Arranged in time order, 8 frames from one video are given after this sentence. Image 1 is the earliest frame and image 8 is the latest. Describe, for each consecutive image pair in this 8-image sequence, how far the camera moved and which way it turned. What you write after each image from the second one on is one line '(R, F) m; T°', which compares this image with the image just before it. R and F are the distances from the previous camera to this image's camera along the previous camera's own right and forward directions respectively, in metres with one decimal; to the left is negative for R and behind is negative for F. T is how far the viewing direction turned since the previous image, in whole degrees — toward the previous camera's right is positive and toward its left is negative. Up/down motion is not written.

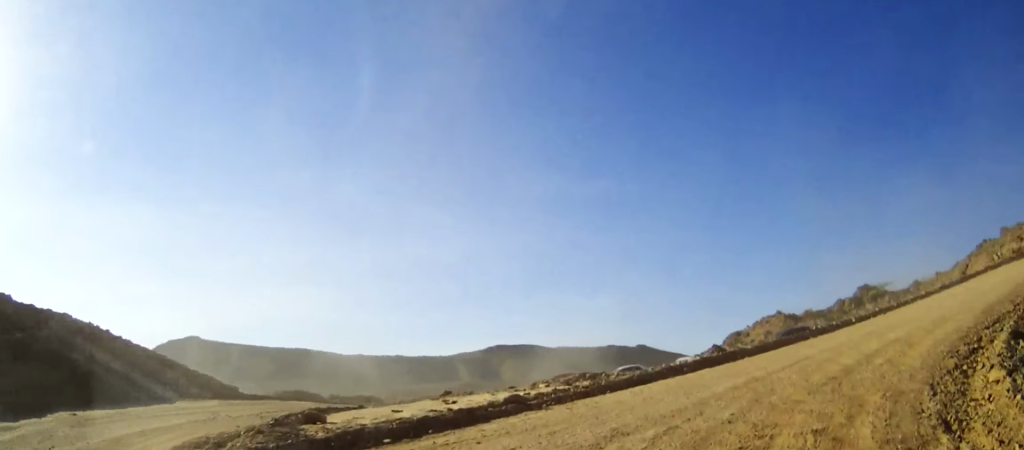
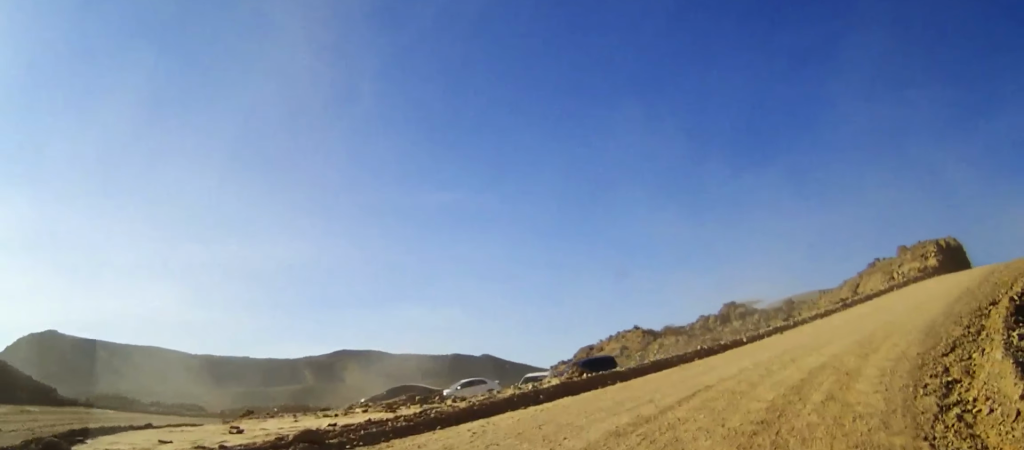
(+0.6, +3.7) m; +17°
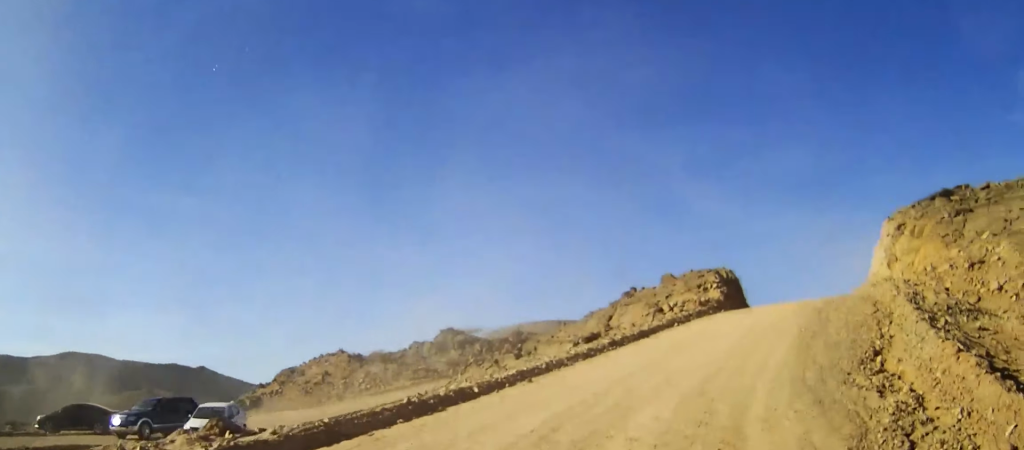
(+0.9, +4.6) m; +16°
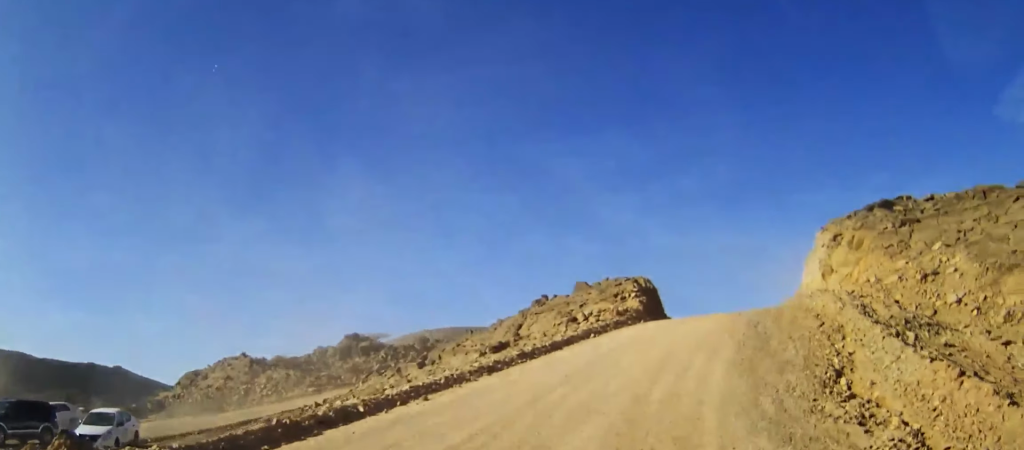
(0.0, +1.6) m; +4°
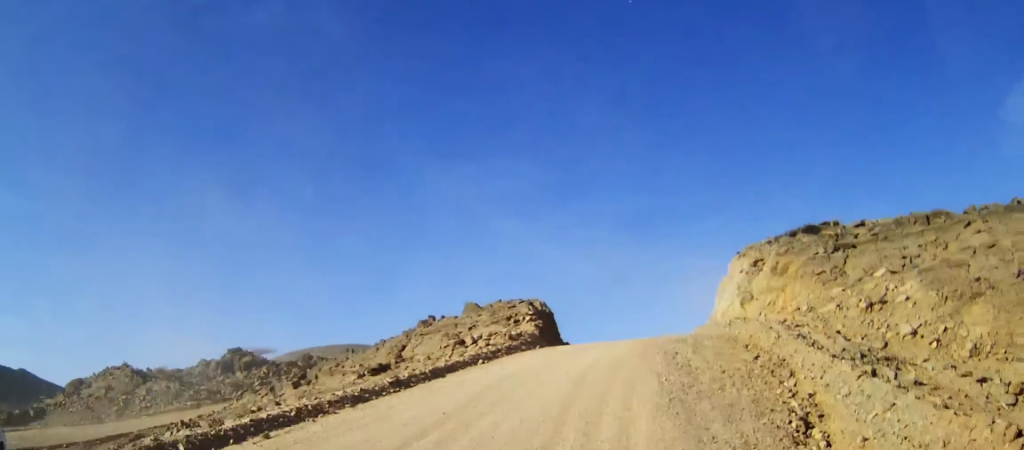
(0.0, +2.2) m; +6°
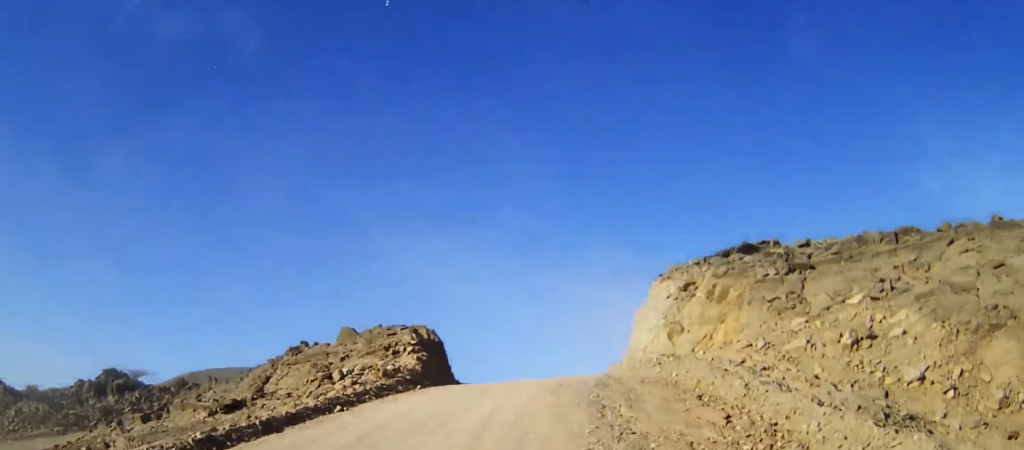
(+0.4, +4.0) m; +8°
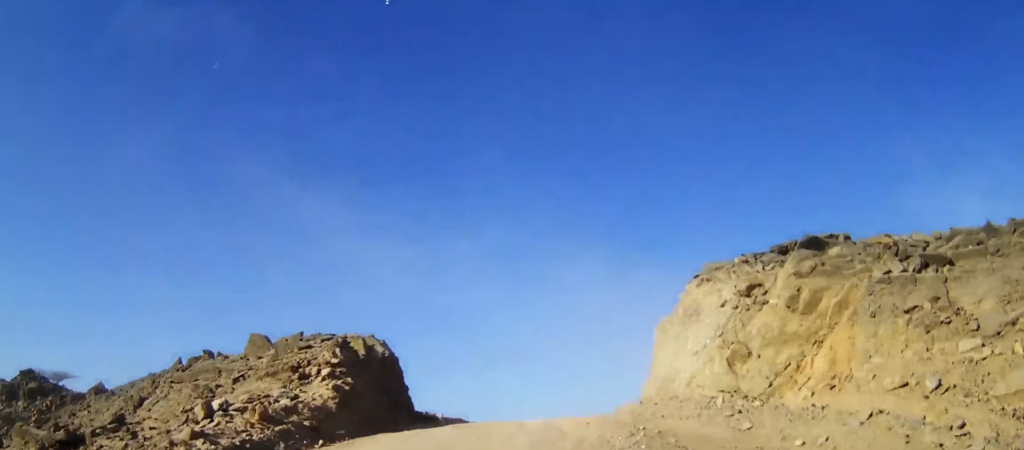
(+0.4, +7.2) m; +5°
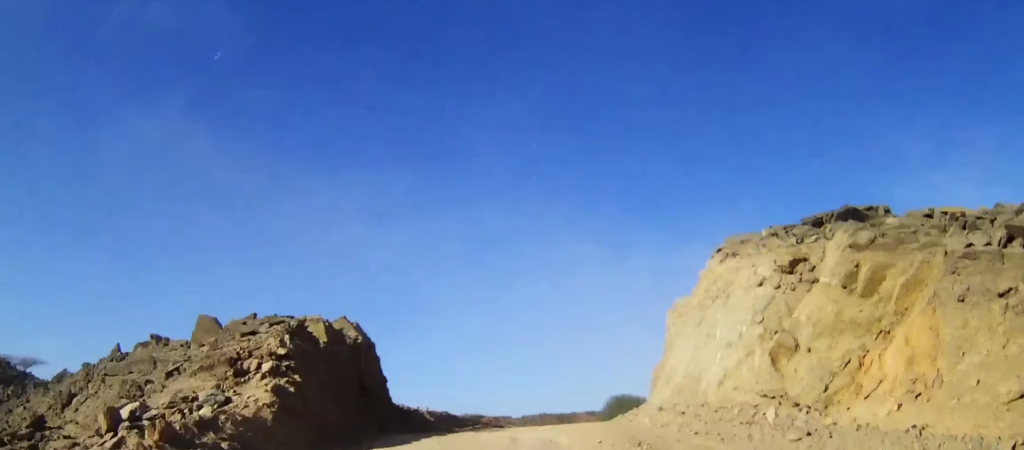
(+0.1, +2.5) m; +1°
